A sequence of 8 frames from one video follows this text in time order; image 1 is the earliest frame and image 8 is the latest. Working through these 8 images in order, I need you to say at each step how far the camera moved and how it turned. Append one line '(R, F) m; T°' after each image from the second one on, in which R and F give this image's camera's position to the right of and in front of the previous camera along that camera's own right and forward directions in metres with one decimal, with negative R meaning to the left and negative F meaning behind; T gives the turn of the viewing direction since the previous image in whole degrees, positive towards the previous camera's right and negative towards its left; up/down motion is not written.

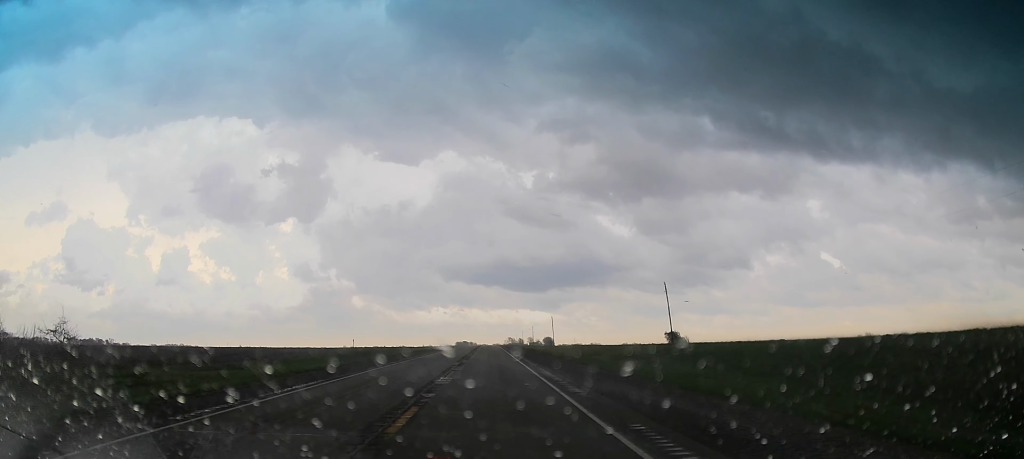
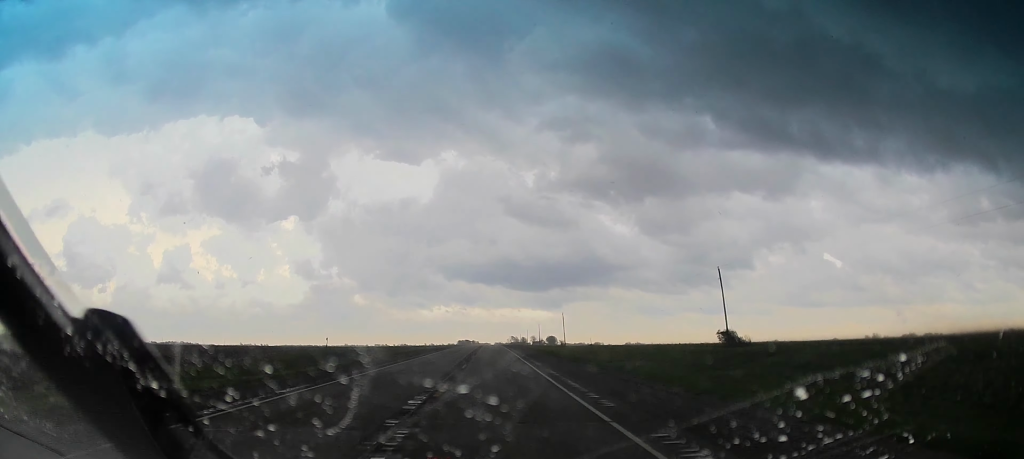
(0.0, +19.1) m; 0°
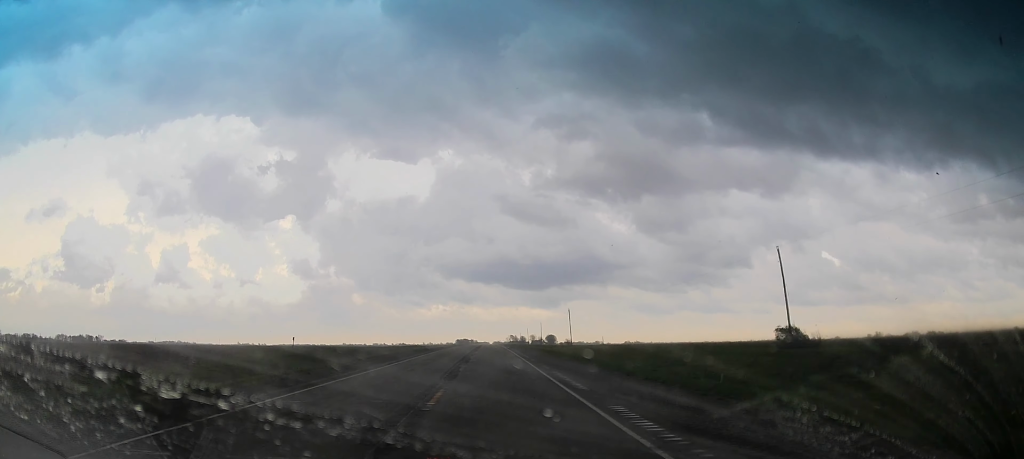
(+0.1, +14.6) m; 0°
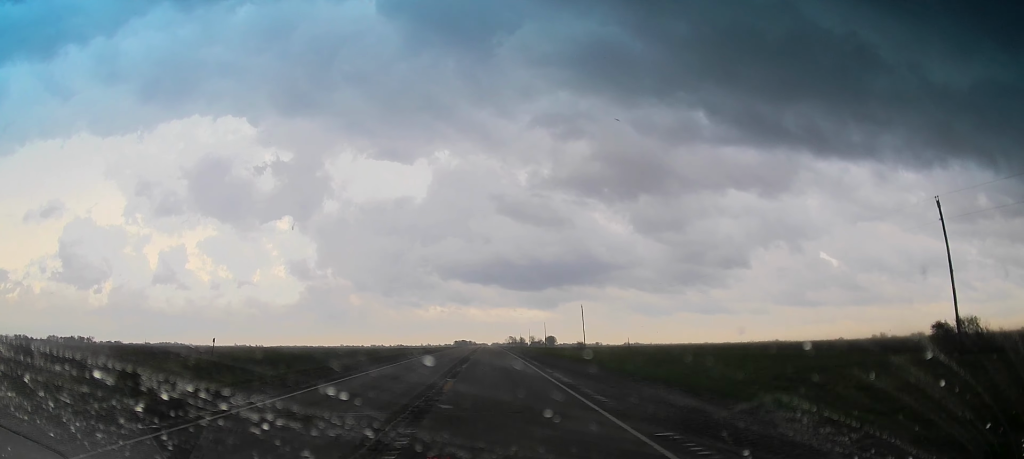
(0.0, +20.1) m; 0°
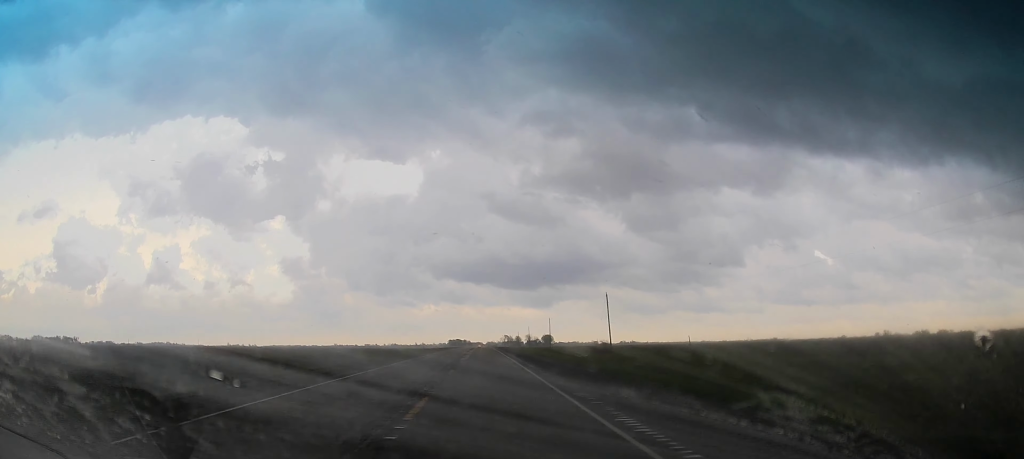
(0.0, +28.3) m; 0°
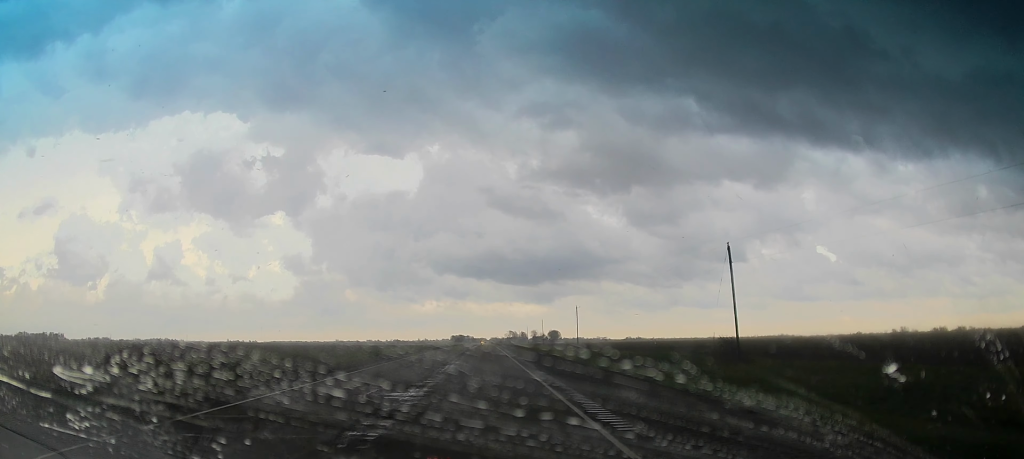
(0.0, +45.0) m; 0°
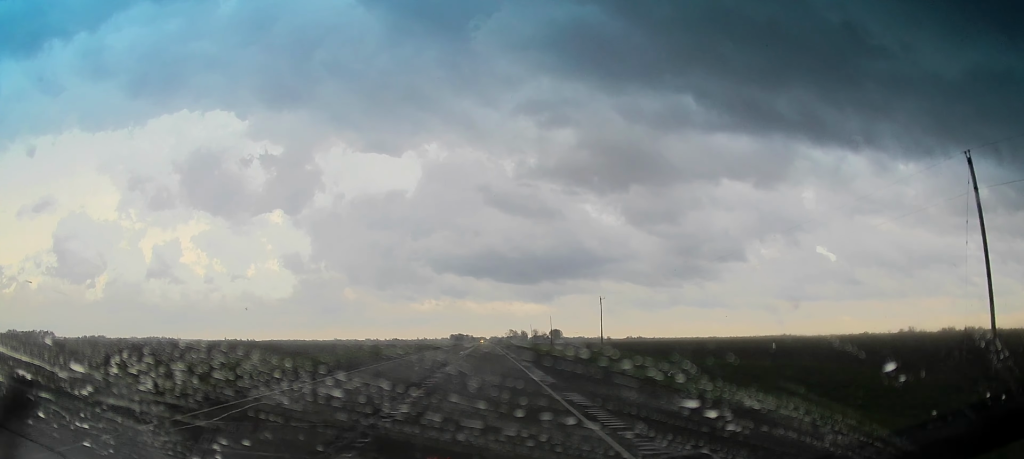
(0.0, +25.0) m; 0°
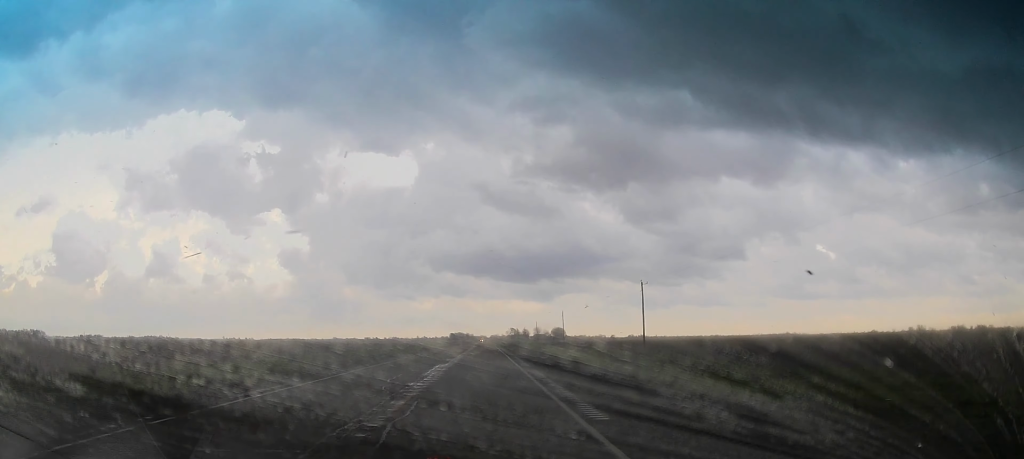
(0.0, +26.1) m; 0°
